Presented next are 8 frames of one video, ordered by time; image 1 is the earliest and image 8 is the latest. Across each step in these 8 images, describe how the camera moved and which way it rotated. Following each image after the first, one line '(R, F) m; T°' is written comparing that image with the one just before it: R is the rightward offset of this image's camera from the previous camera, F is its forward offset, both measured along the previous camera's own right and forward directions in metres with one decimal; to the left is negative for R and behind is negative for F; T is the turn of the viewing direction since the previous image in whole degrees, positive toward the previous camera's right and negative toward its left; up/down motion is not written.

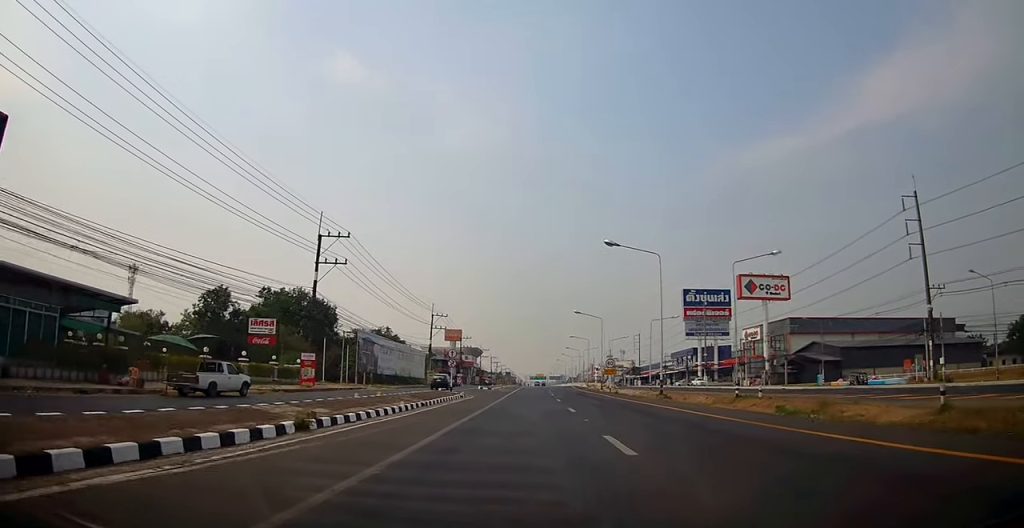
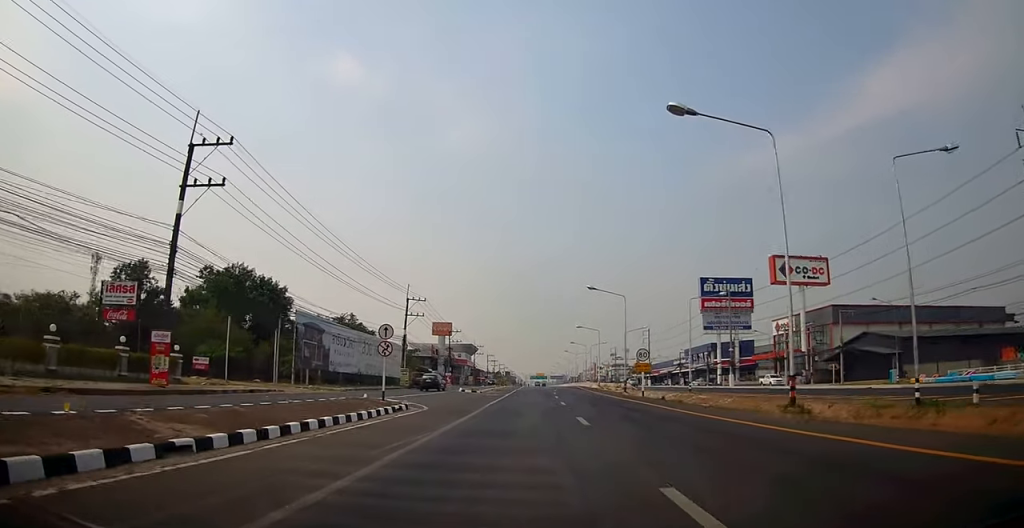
(0.0, +18.7) m; 0°
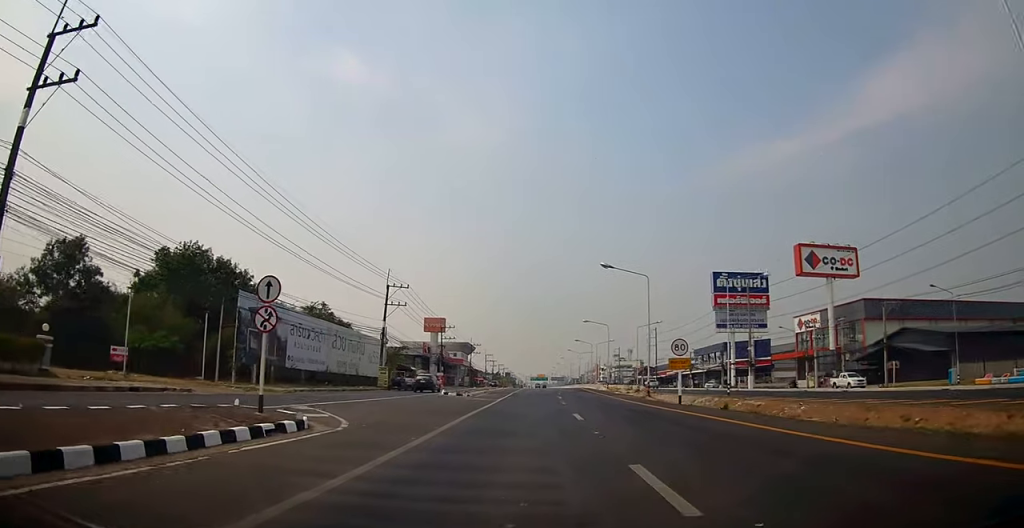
(0.0, +10.7) m; 0°
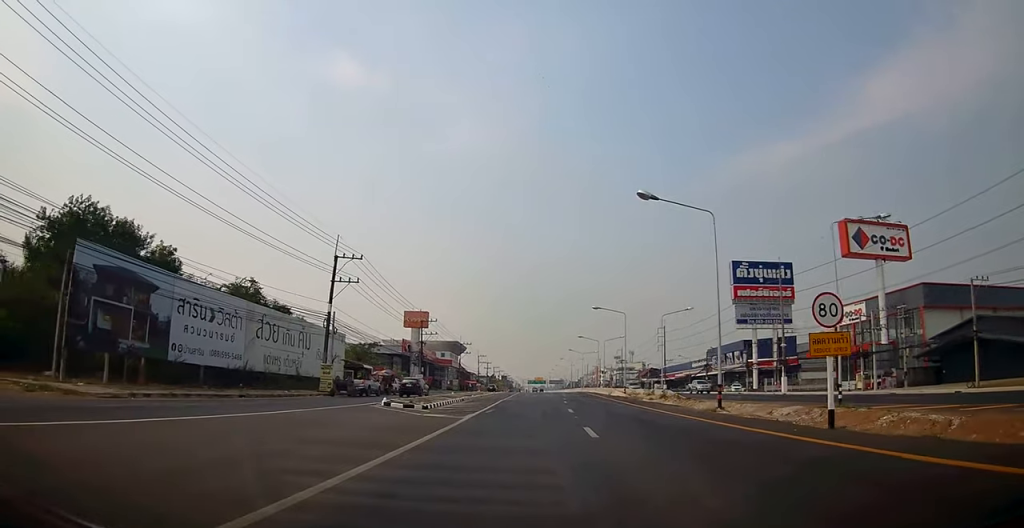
(0.0, +16.3) m; 0°
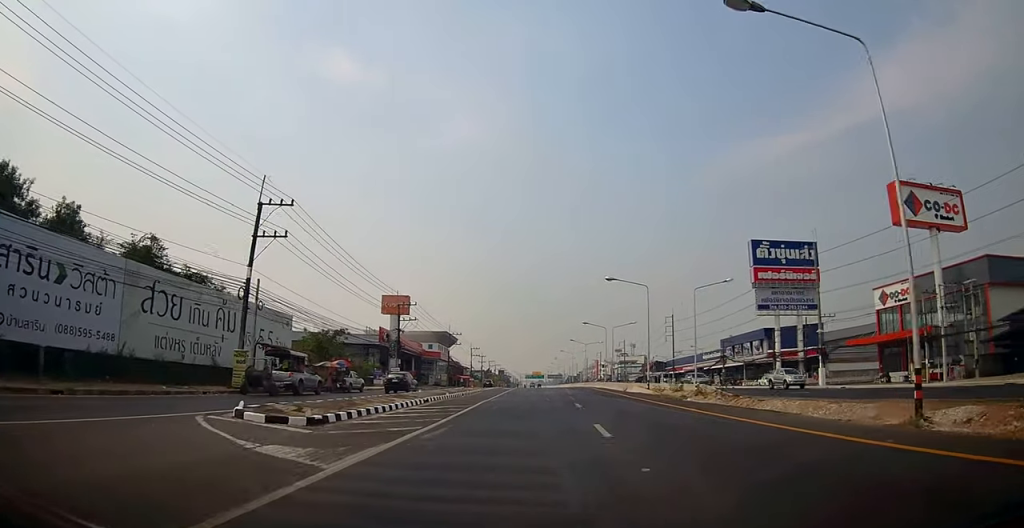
(0.0, +13.5) m; 0°
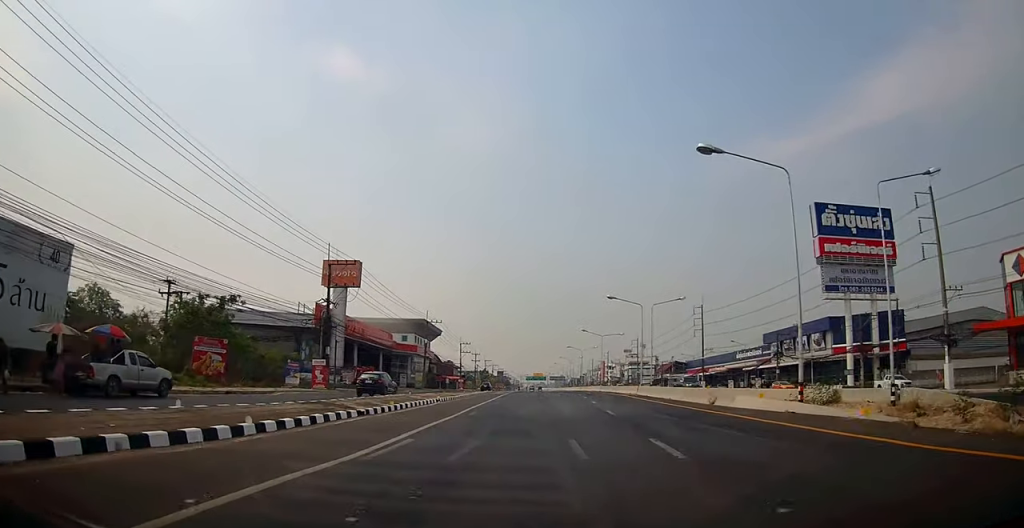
(+0.1, +26.4) m; 0°
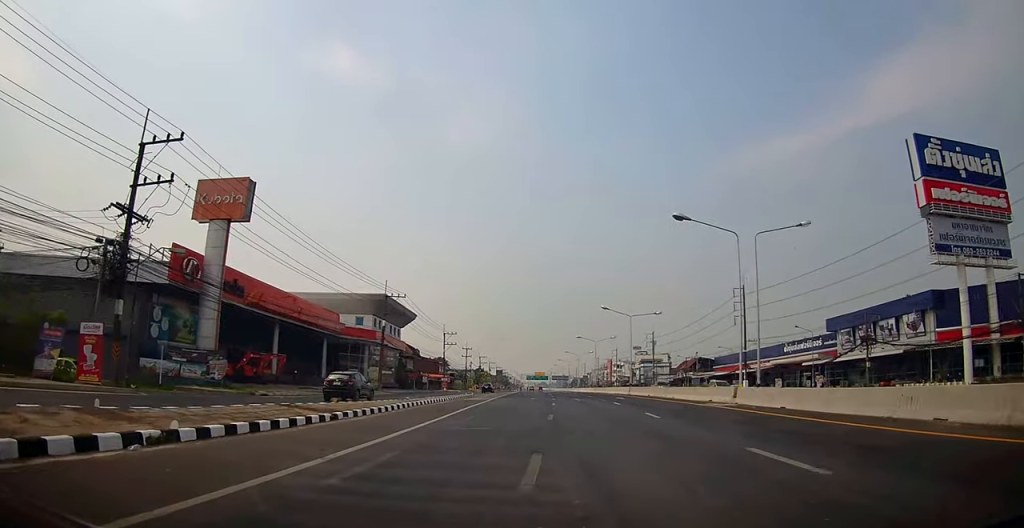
(-0.4, +26.0) m; -3°
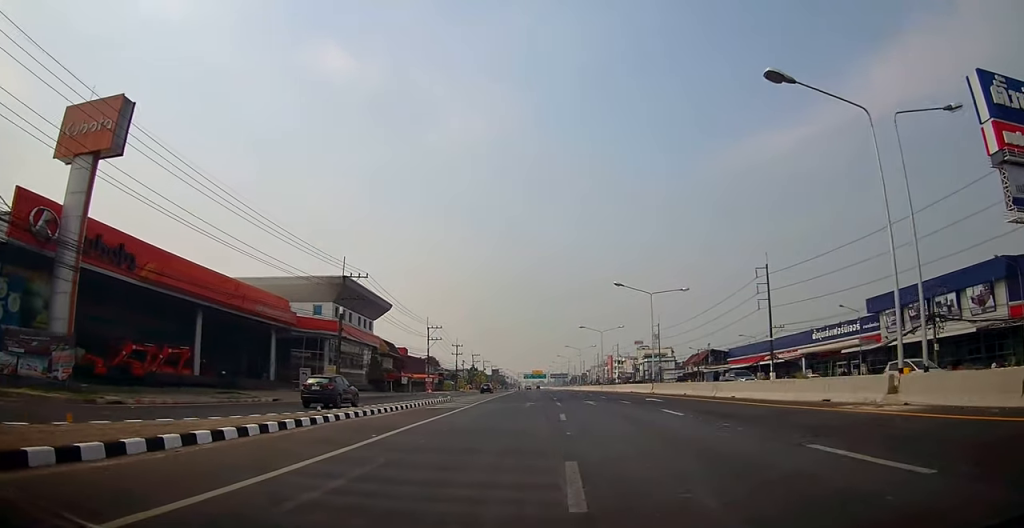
(-0.6, +13.2) m; 0°
